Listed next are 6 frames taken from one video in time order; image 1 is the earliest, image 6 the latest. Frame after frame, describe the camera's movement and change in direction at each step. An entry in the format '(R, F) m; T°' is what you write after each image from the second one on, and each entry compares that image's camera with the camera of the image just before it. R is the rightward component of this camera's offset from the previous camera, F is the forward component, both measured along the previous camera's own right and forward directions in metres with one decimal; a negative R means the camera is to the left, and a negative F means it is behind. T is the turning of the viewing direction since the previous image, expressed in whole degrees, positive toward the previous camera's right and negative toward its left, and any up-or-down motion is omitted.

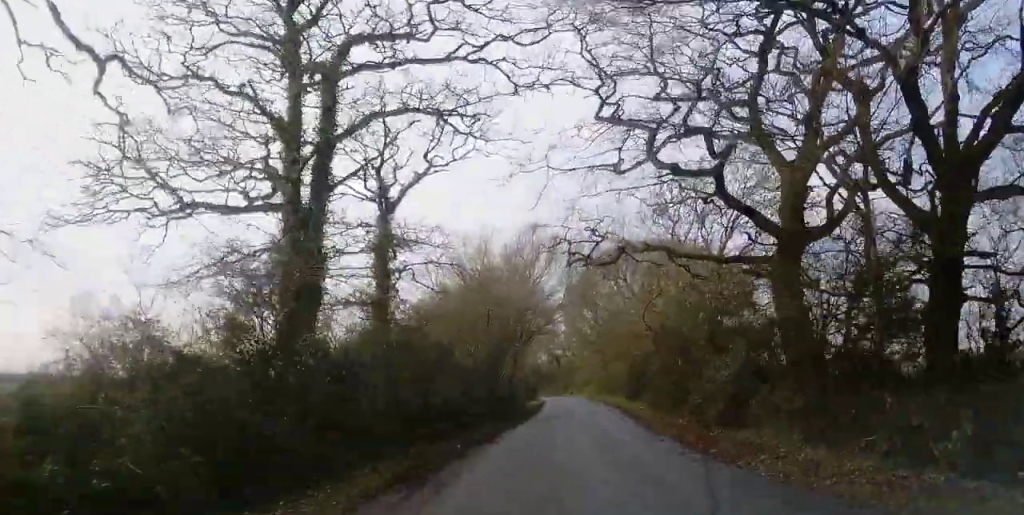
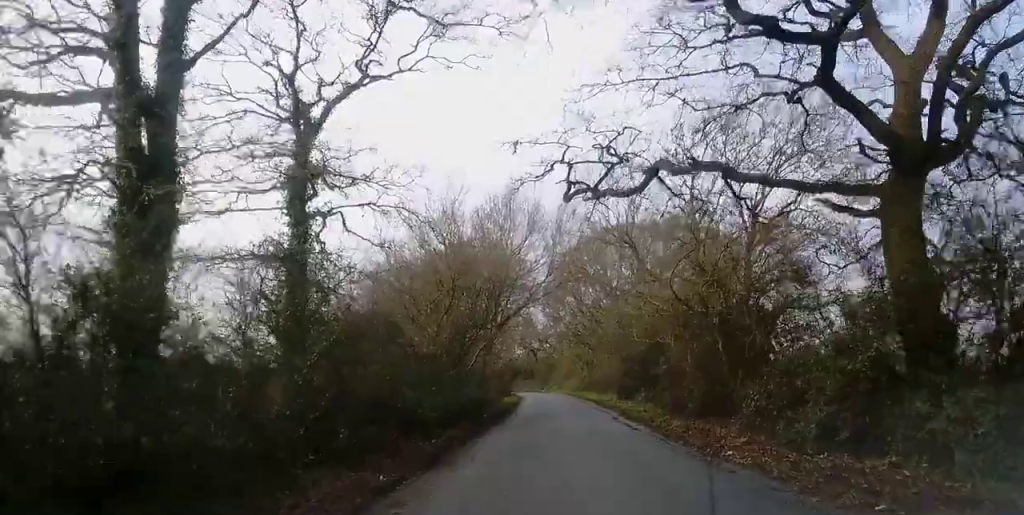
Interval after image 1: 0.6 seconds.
(0.0, +7.4) m; +3°
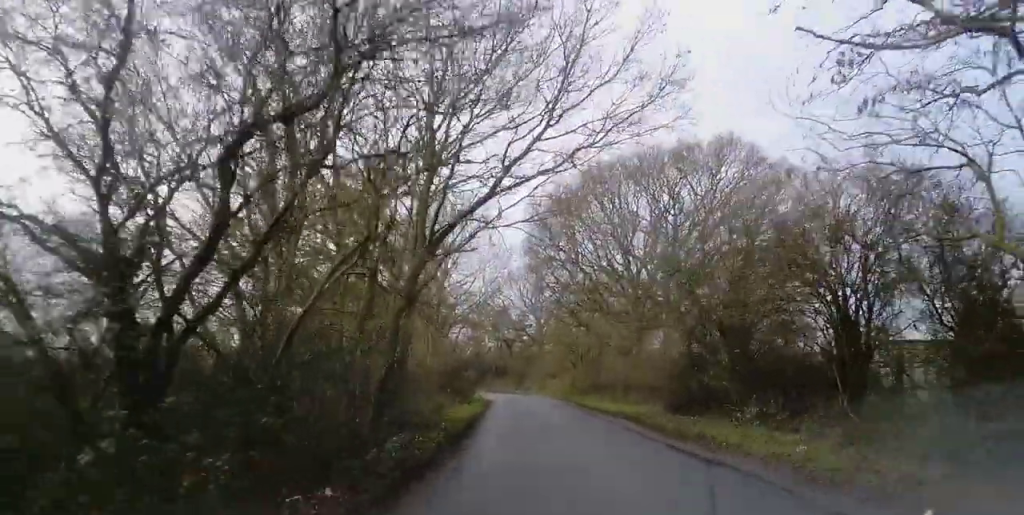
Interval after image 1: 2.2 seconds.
(-0.6, +20.0) m; -8°
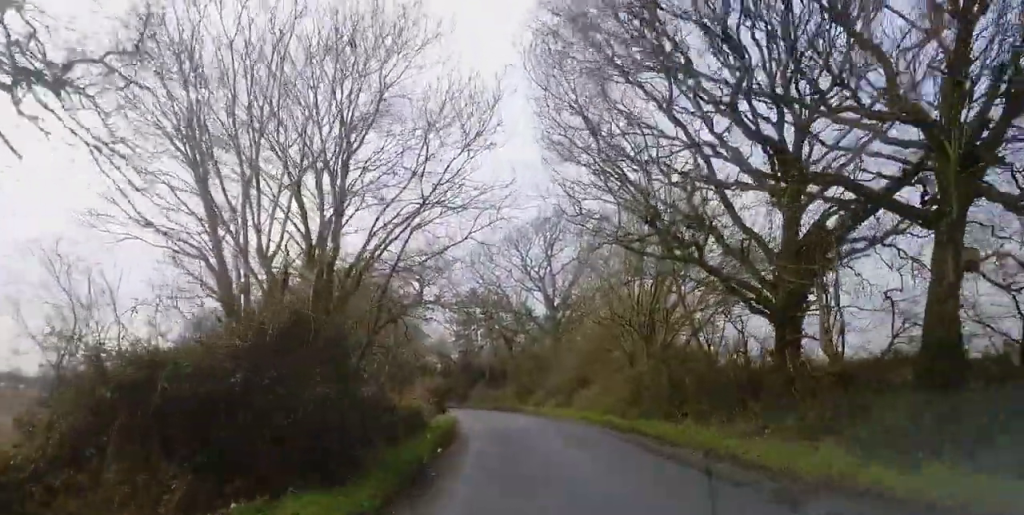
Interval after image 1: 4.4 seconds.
(-2.2, +31.3) m; +2°
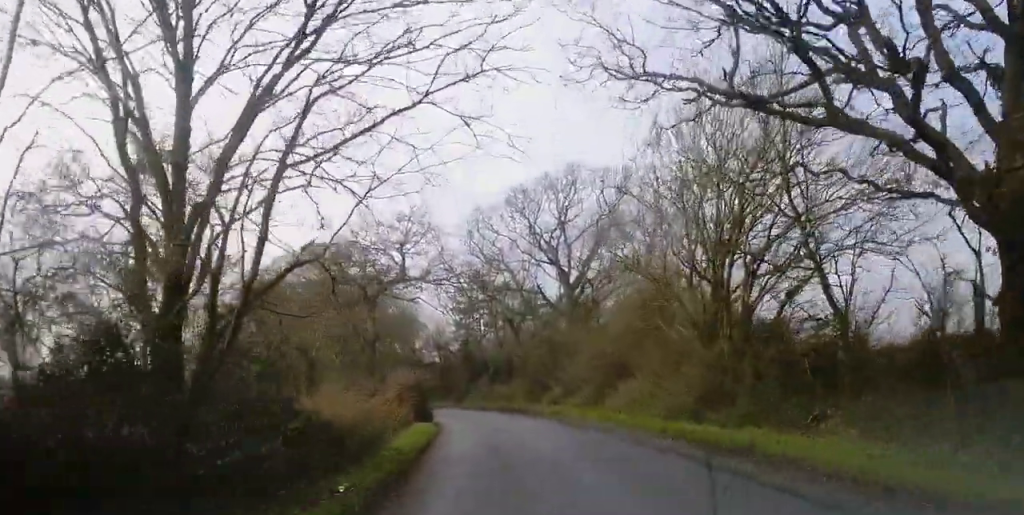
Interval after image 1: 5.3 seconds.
(+2.4, +10.7) m; +7°
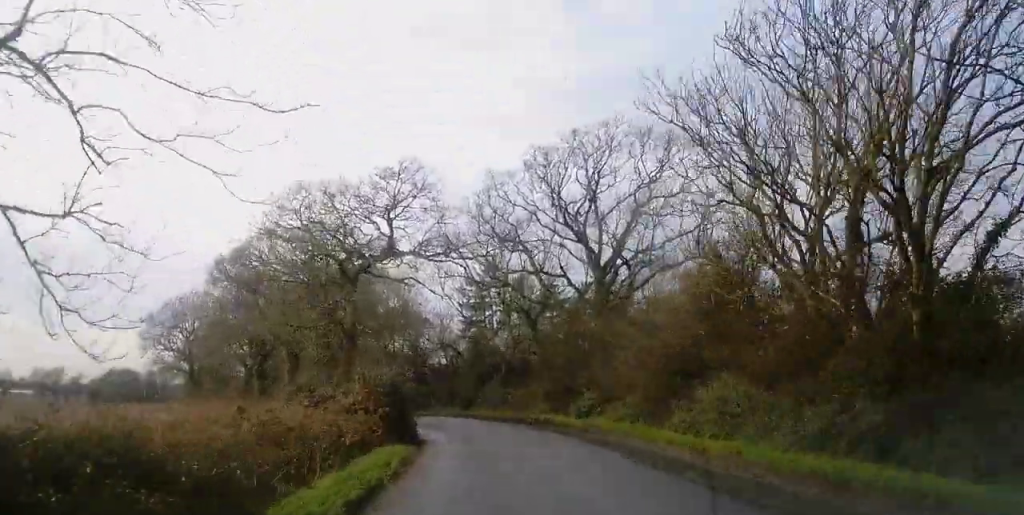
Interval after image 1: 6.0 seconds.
(-0.6, +9.3) m; -3°
